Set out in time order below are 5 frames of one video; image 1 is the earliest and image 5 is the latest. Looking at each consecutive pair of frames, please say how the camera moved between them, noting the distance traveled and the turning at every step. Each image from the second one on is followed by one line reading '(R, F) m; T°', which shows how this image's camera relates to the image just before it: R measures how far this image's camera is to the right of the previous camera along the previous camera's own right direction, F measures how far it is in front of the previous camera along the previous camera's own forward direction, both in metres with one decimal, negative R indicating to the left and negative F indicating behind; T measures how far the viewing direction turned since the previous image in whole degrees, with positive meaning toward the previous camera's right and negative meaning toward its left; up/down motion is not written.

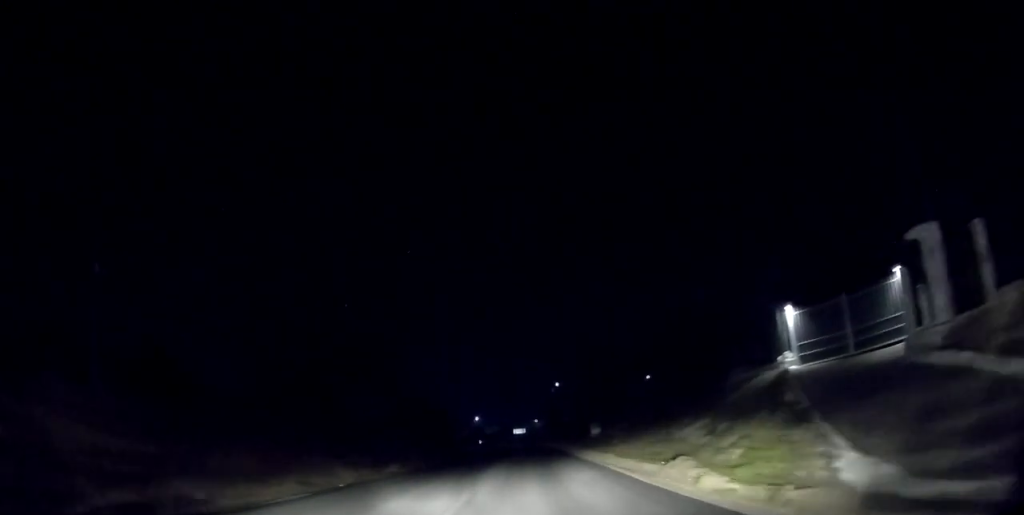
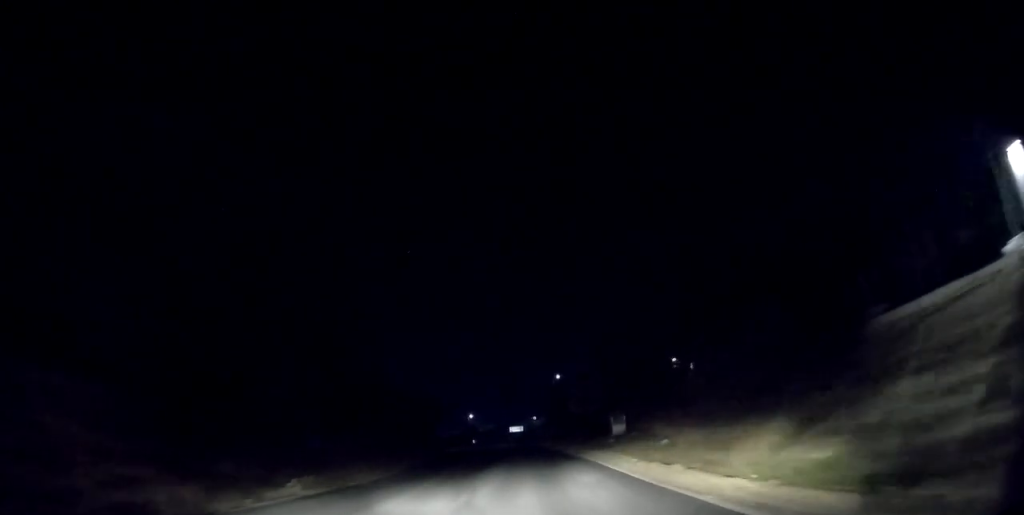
(0.0, +9.6) m; -1°
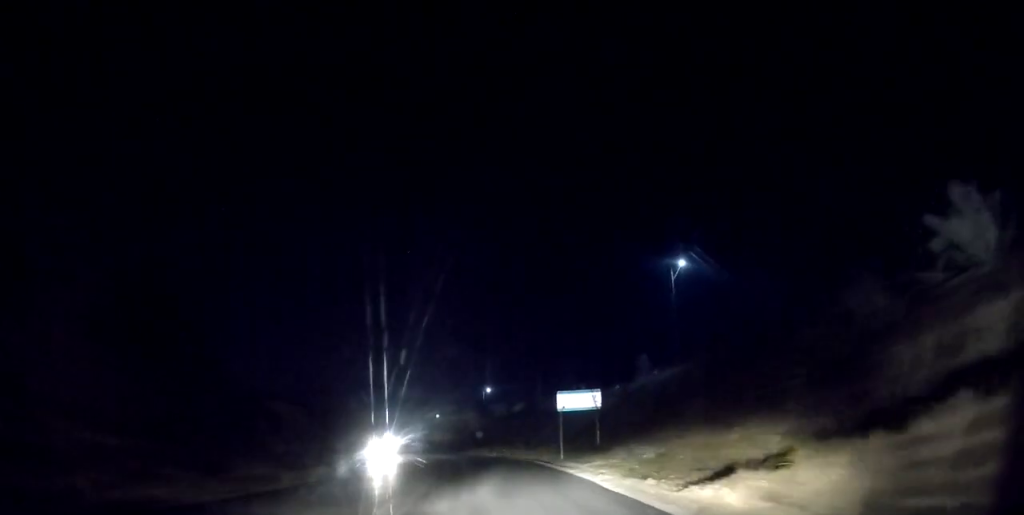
(-1.1, +52.0) m; -6°
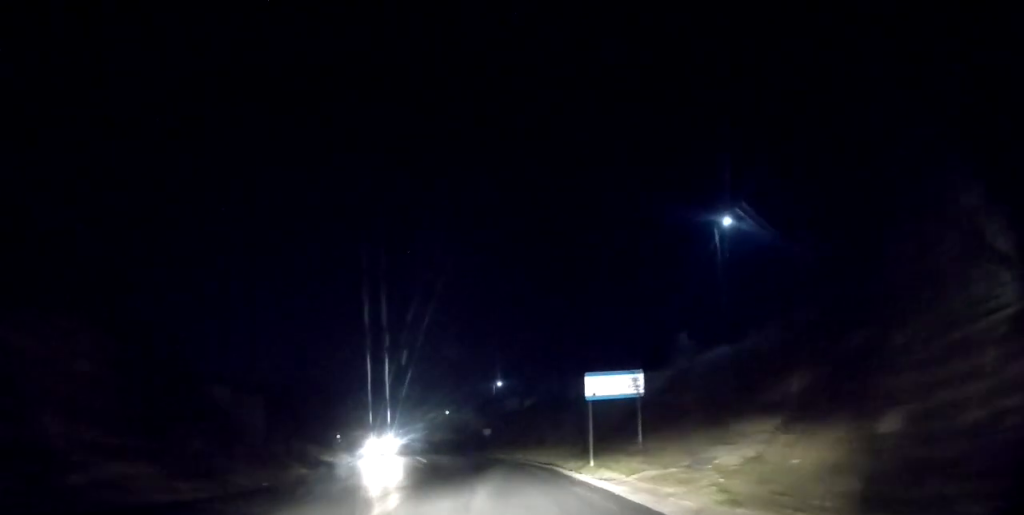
(+0.1, +5.8) m; -2°
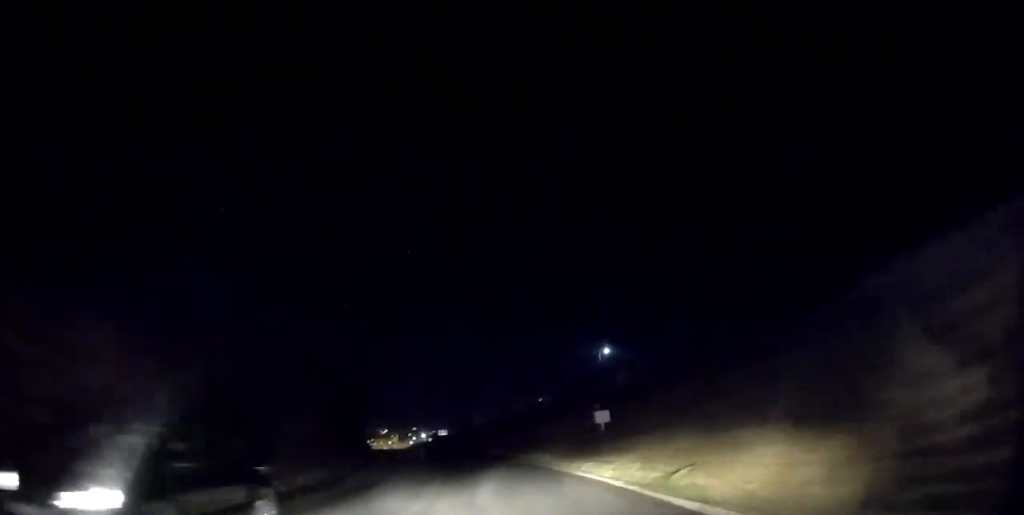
(-2.3, +21.1) m; -10°
